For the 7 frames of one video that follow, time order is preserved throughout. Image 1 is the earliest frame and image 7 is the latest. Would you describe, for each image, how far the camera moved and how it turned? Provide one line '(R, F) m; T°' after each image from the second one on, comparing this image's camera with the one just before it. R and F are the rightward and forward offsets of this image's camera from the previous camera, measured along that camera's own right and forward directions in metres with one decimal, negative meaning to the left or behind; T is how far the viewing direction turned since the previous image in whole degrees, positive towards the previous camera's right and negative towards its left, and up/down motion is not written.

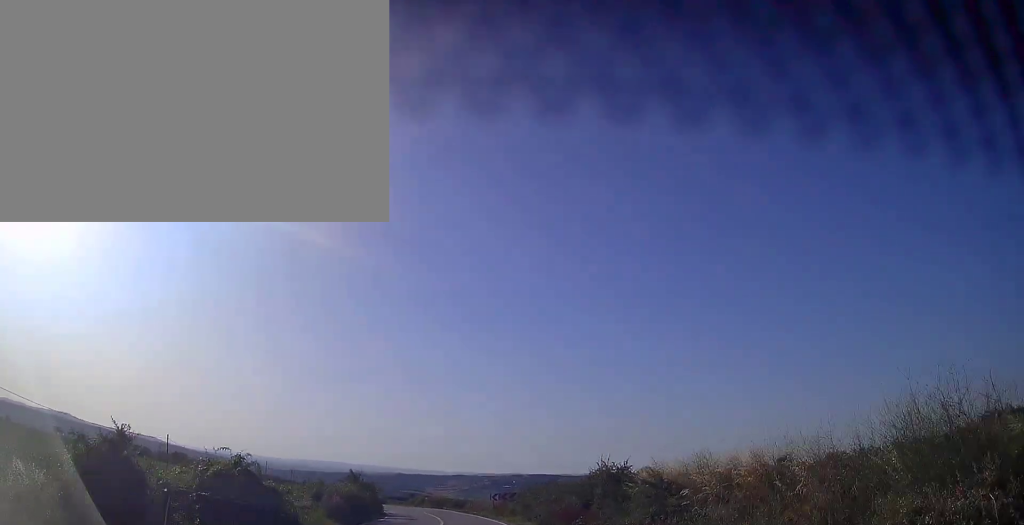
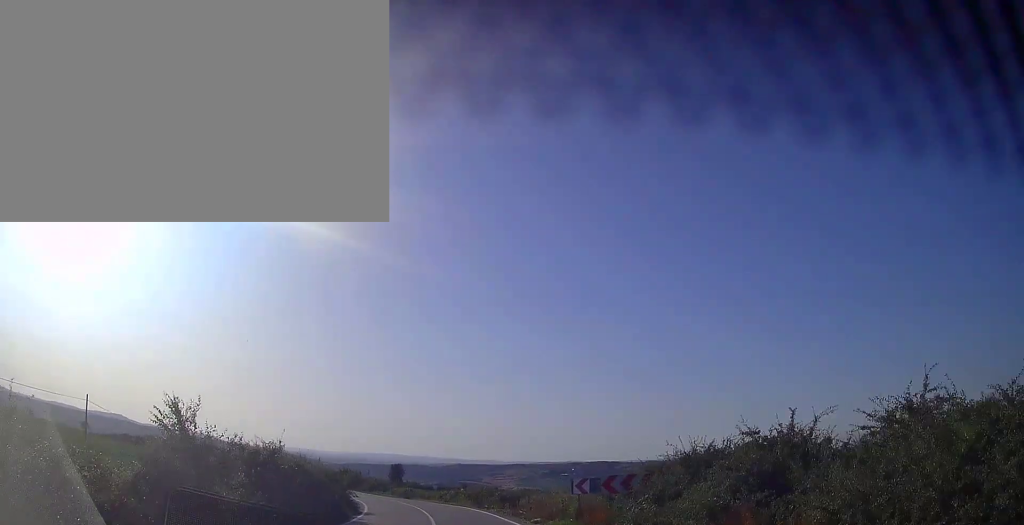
(-1.2, +27.9) m; -5°
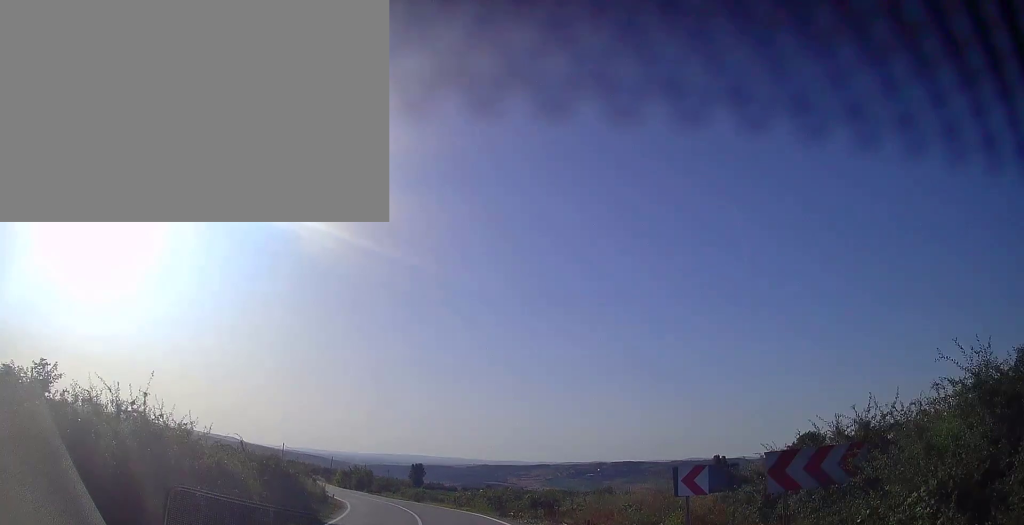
(0.0, +11.4) m; -2°
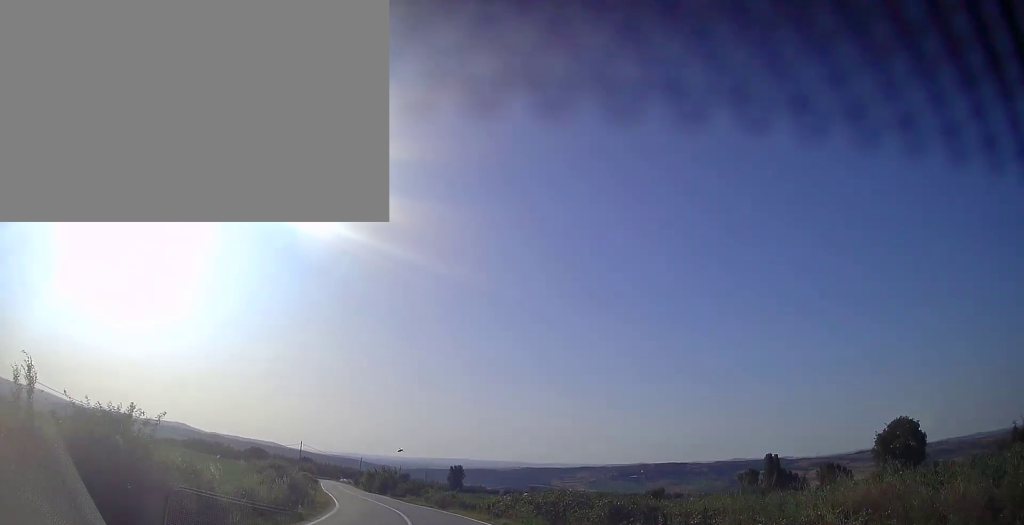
(-0.6, +12.8) m; -4°
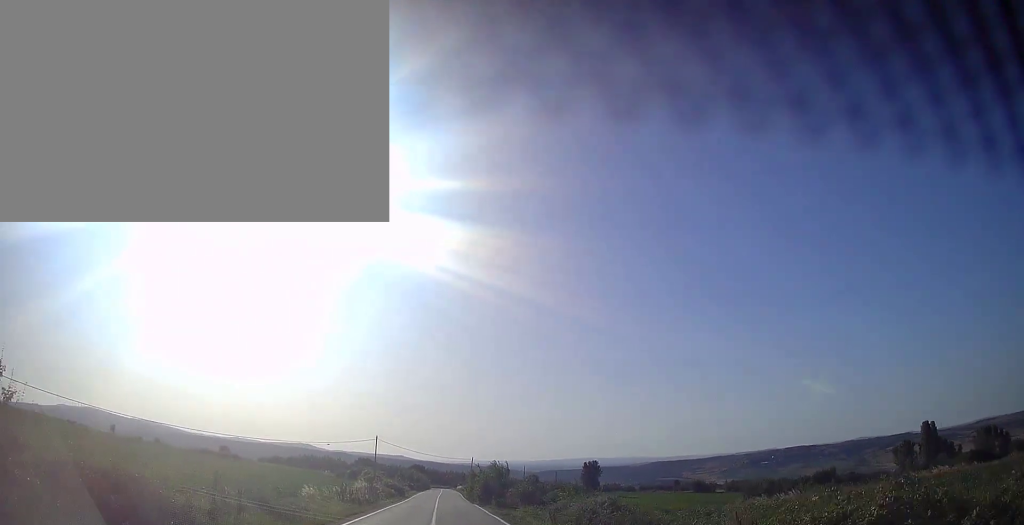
(-2.5, +29.3) m; -9°
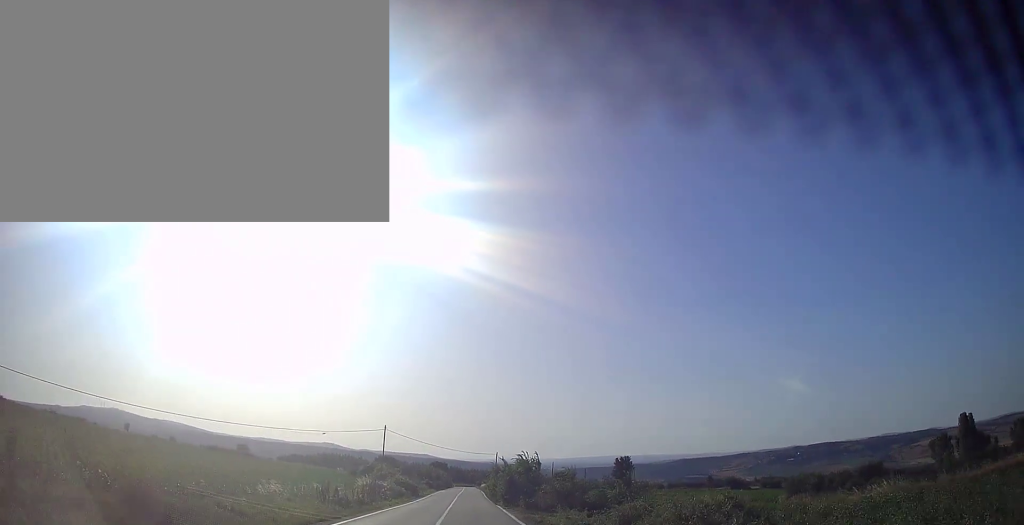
(-0.2, +9.2) m; -3°
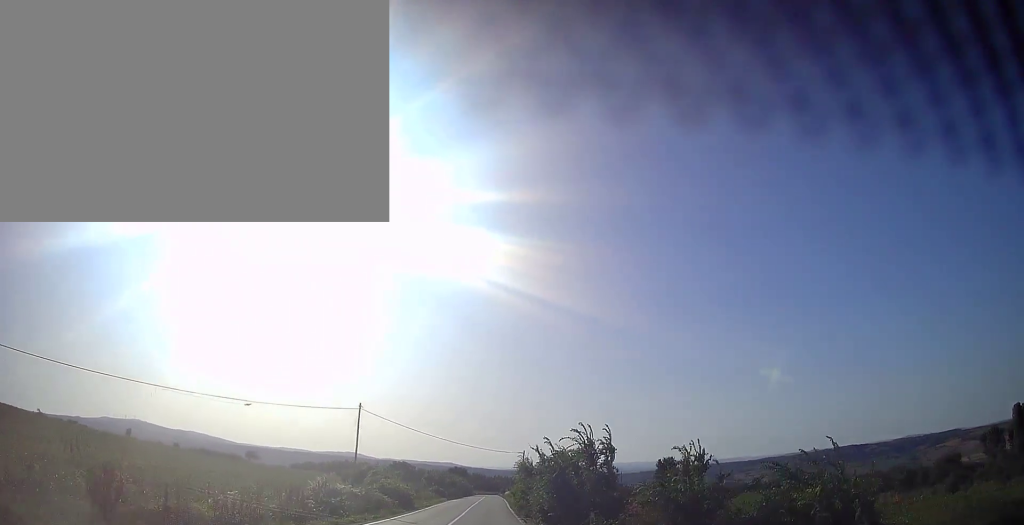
(-1.0, +20.6) m; -5°
